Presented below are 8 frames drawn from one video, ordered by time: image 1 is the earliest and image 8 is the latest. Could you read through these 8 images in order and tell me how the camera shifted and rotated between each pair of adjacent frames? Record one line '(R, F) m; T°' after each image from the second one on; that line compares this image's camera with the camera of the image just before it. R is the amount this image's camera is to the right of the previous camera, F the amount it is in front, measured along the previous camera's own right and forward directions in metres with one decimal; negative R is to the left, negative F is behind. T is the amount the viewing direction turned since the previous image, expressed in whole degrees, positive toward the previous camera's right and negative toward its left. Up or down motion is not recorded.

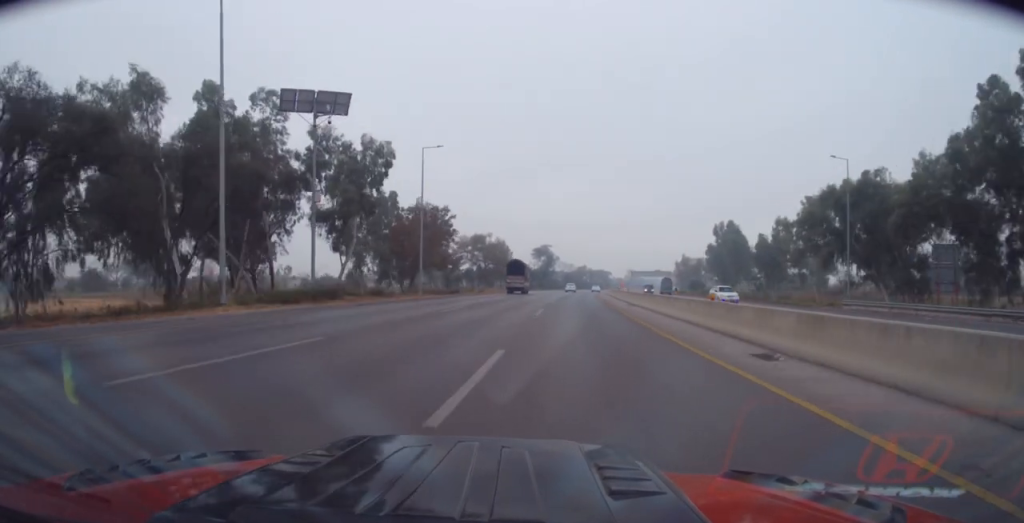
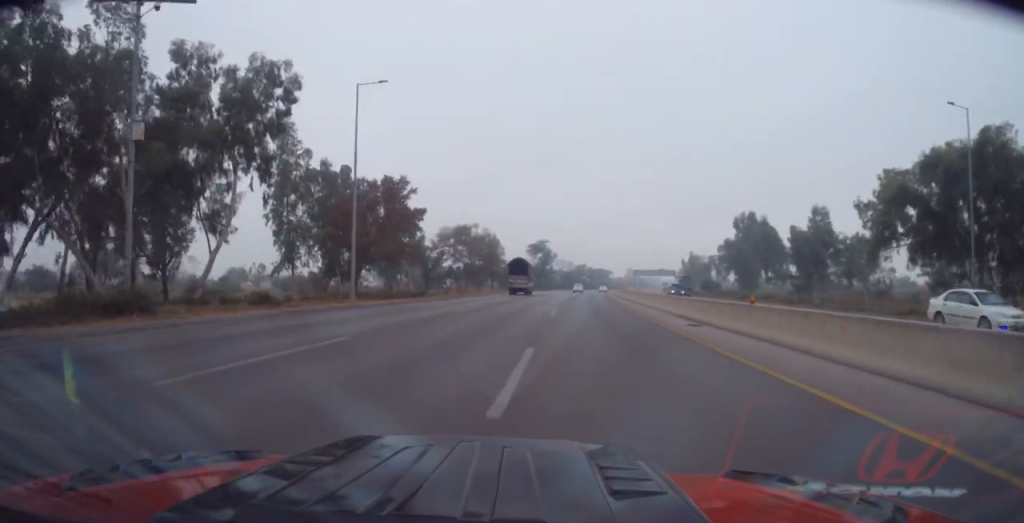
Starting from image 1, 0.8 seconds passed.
(-0.3, +17.7) m; 0°
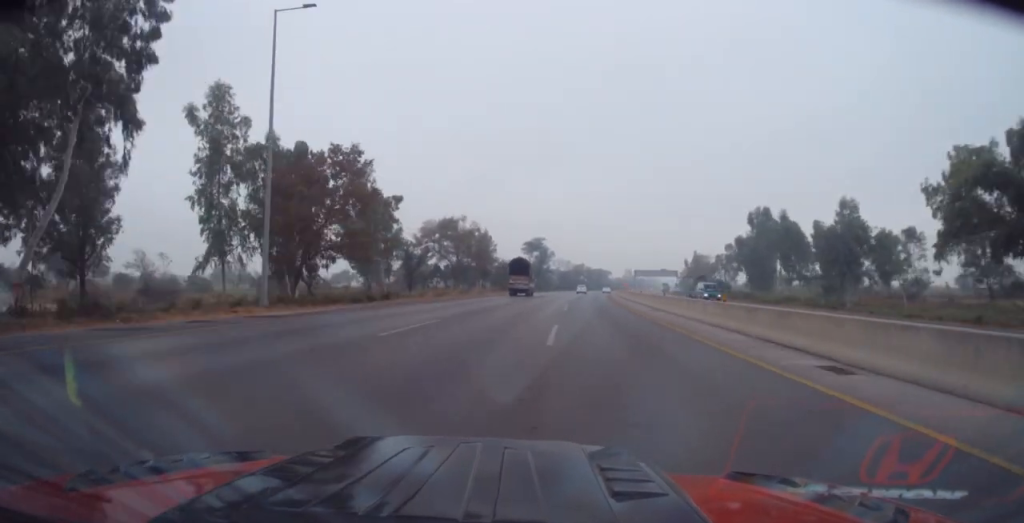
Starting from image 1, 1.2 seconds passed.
(+0.2, +10.9) m; 0°
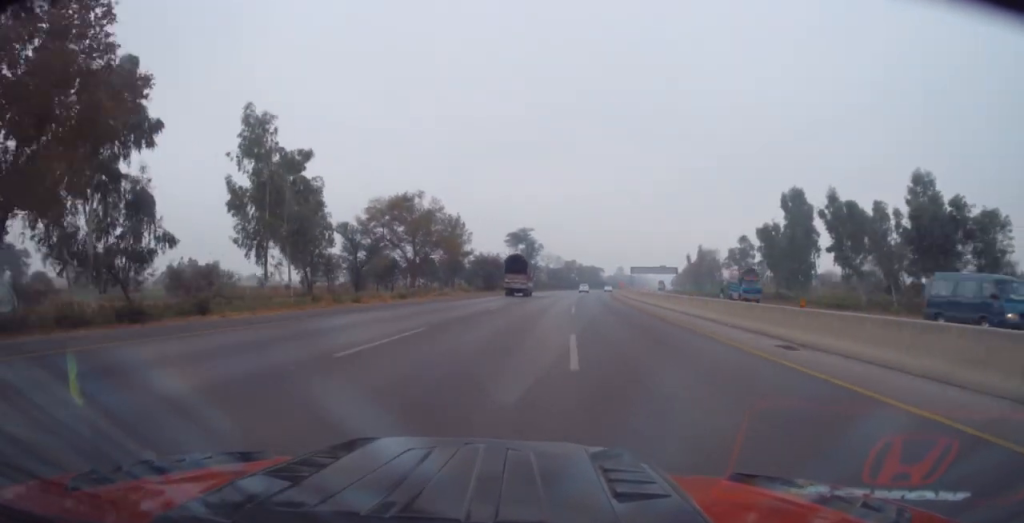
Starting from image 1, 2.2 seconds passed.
(+0.2, +21.8) m; +1°
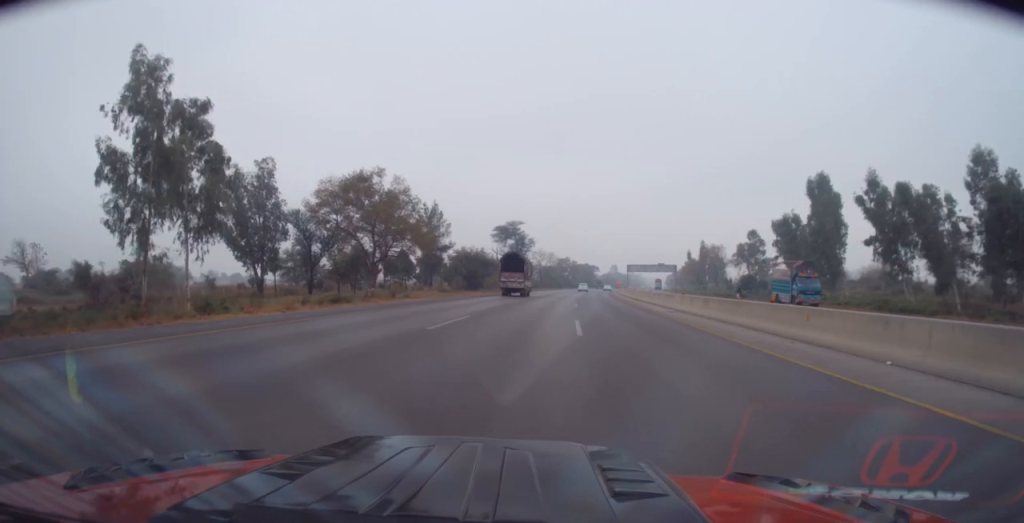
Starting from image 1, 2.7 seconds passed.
(-0.1, +12.4) m; +1°
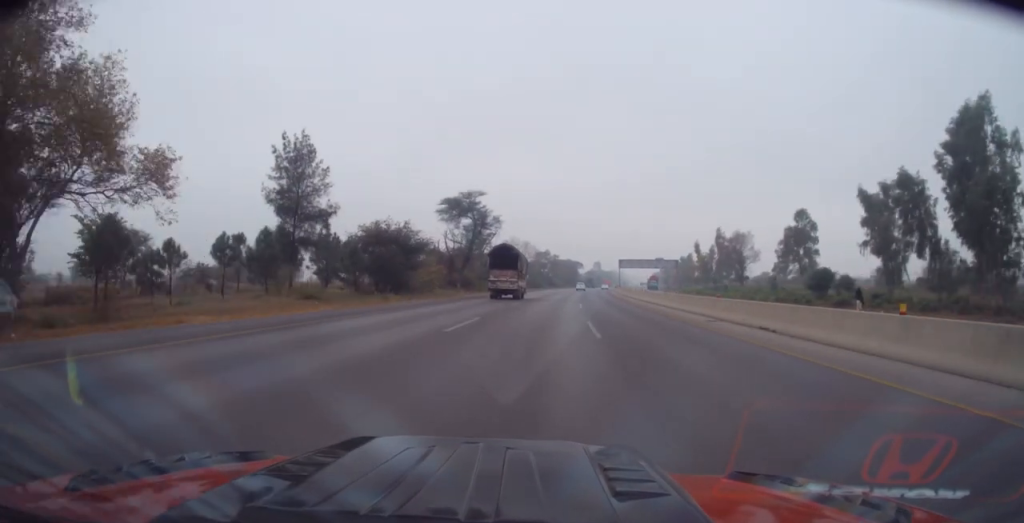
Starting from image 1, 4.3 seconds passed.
(+0.8, +38.0) m; +2°
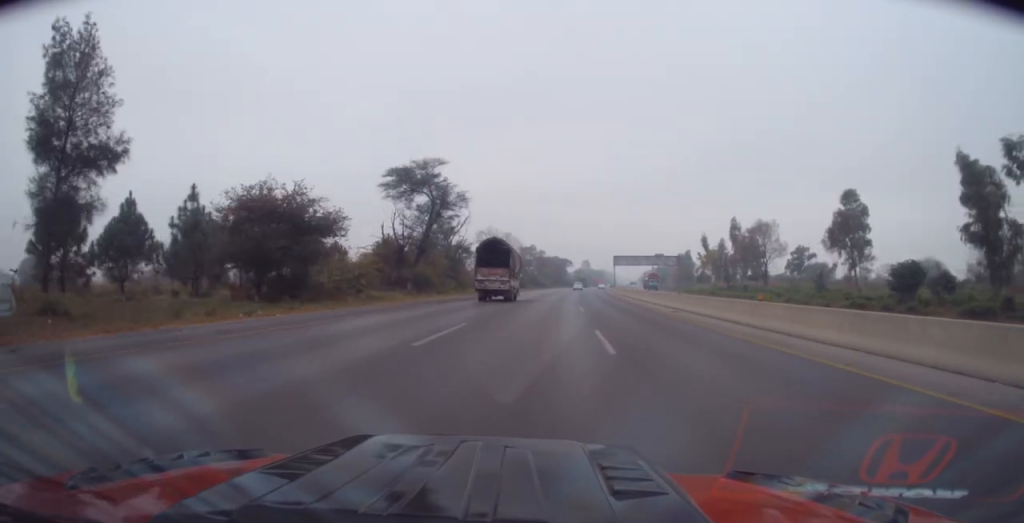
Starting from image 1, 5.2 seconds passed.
(+0.2, +21.2) m; +1°
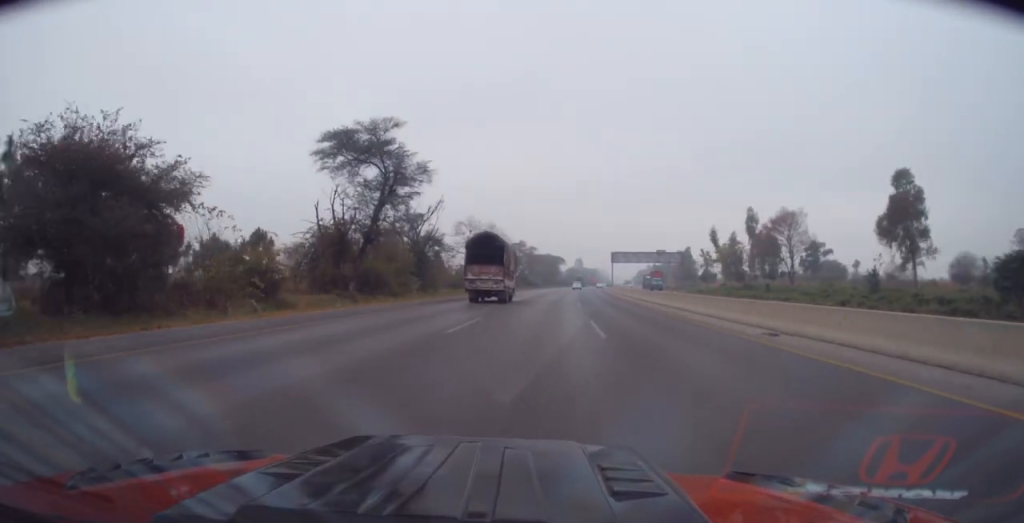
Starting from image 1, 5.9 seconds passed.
(+0.2, +15.0) m; +1°
